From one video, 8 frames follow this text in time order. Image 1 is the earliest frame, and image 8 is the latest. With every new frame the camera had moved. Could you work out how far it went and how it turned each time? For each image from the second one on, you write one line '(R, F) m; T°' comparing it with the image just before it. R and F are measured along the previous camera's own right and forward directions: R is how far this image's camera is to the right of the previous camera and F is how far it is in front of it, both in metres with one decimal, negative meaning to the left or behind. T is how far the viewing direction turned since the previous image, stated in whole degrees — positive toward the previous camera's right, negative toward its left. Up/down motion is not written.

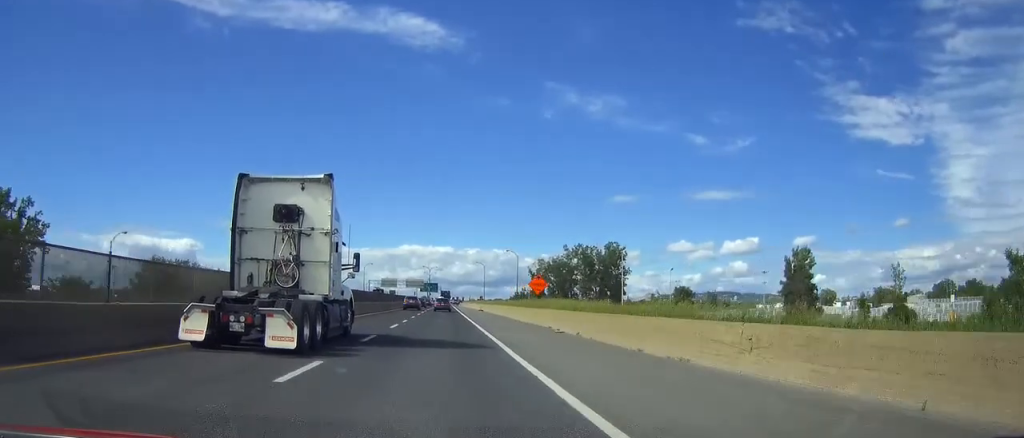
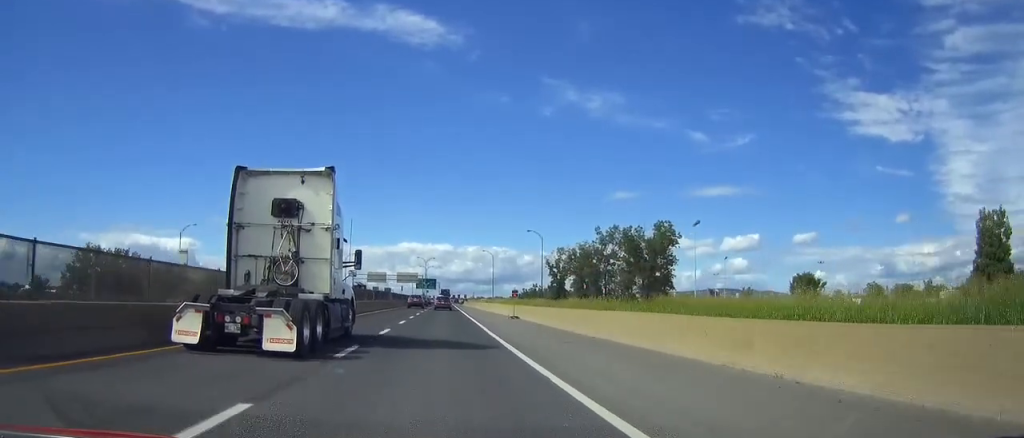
(0.0, +36.6) m; 0°
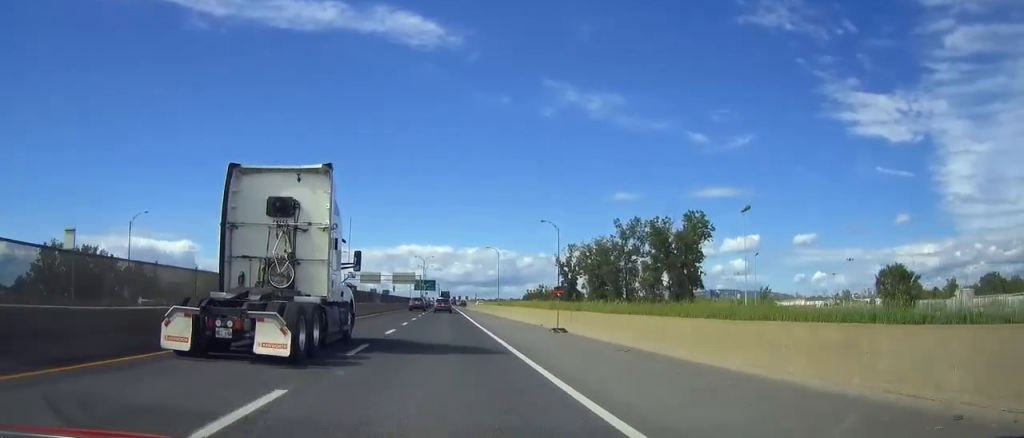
(0.0, +14.9) m; 0°
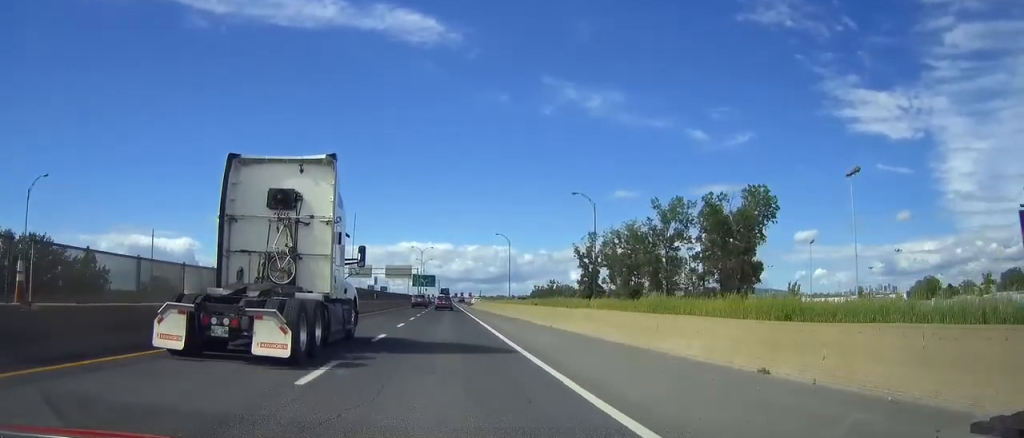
(0.0, +21.0) m; 0°
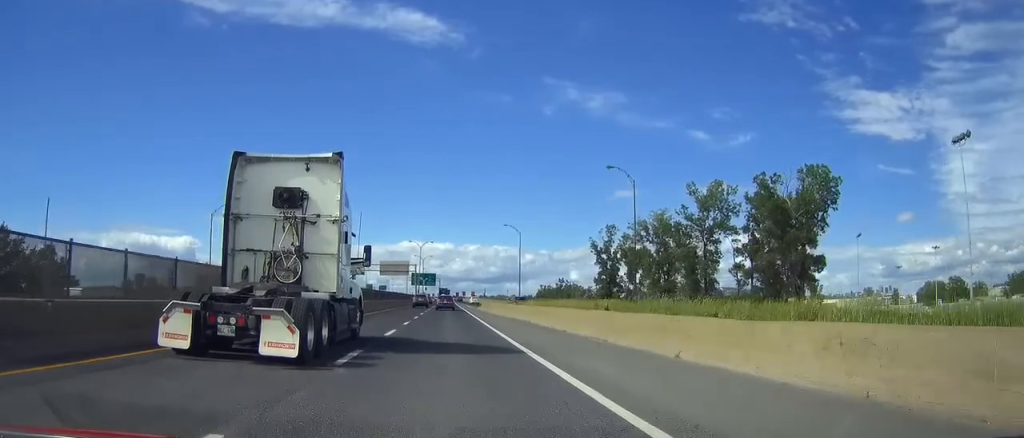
(0.0, +14.3) m; 0°
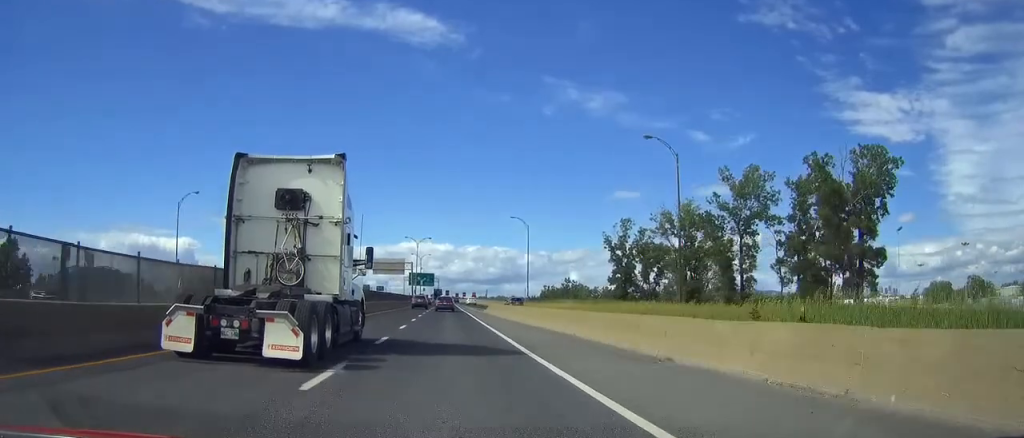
(0.0, +10.9) m; 0°
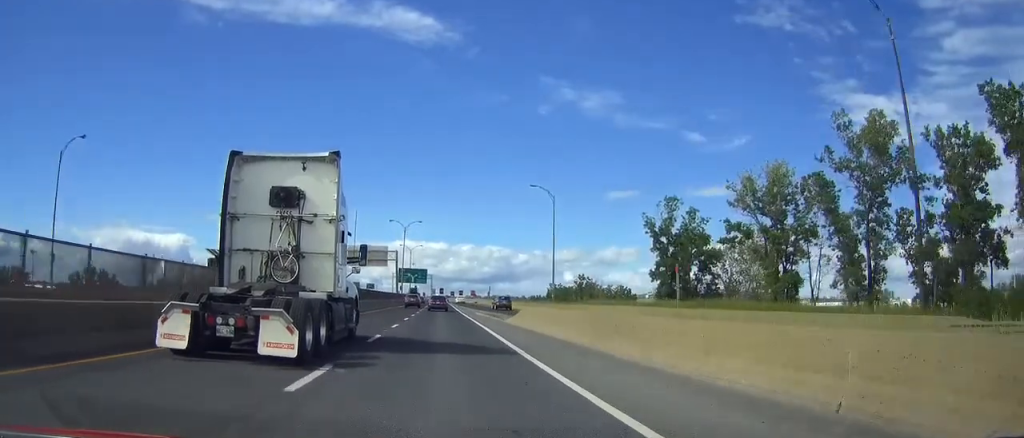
(0.0, +25.2) m; 0°
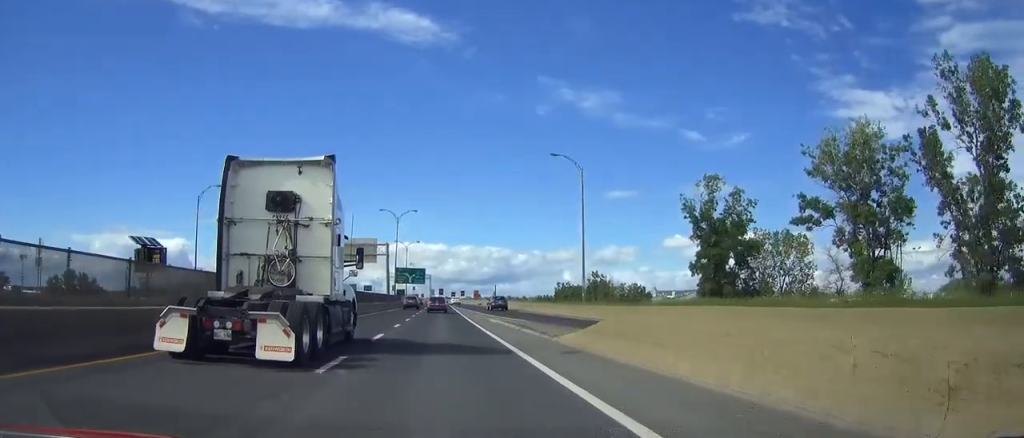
(0.0, +14.3) m; 0°
